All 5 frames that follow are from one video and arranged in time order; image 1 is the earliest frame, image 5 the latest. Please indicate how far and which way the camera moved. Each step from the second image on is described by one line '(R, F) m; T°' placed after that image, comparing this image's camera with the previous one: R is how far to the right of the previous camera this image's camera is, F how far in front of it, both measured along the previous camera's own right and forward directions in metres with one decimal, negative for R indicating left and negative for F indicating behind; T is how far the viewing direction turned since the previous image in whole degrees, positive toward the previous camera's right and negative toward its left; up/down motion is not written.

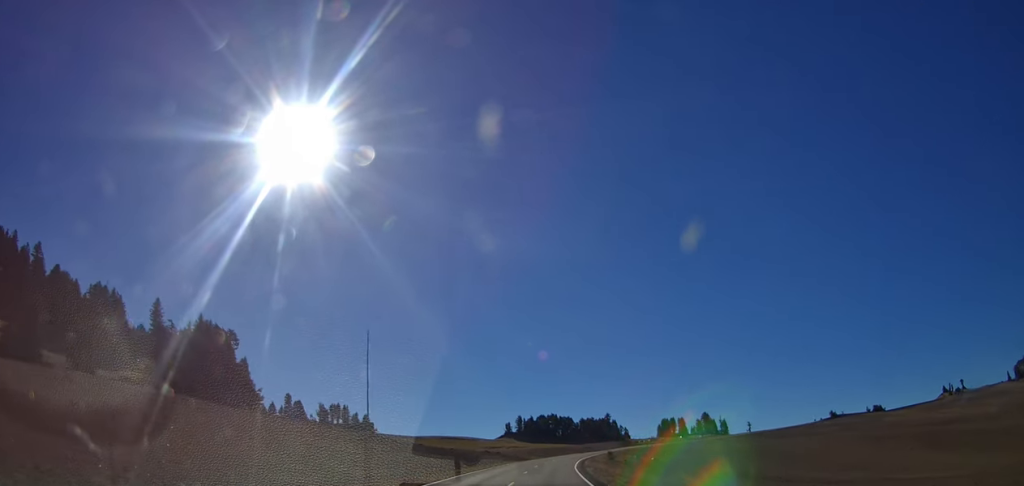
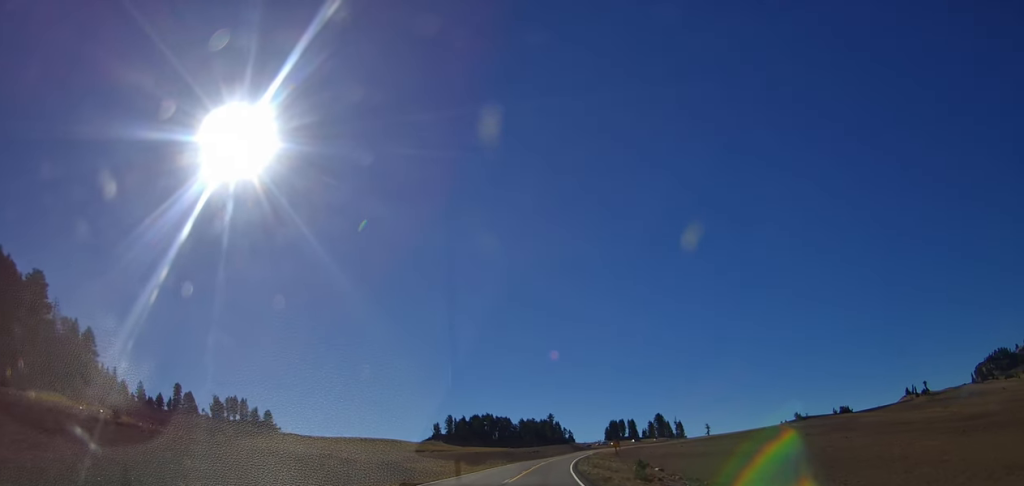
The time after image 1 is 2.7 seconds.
(+1.3, +56.8) m; +4°
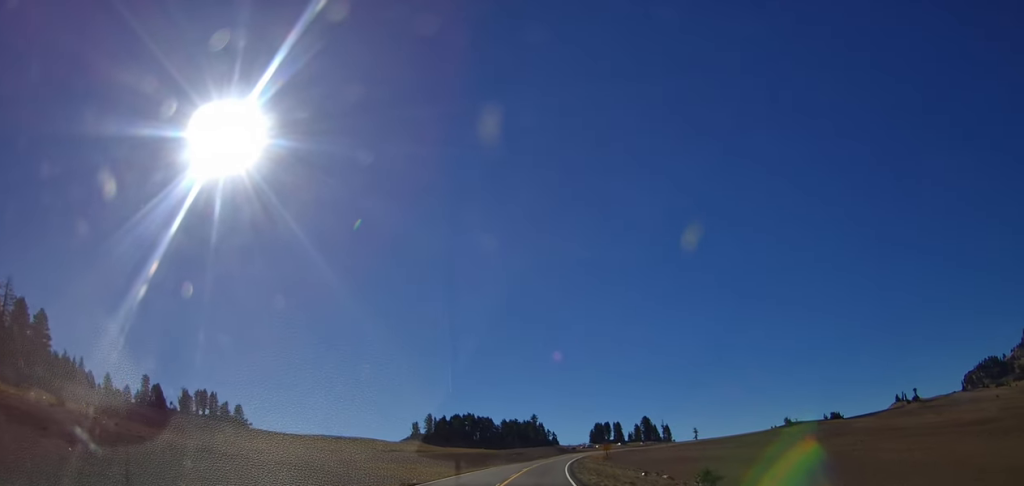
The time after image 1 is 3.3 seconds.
(+0.3, +14.2) m; +2°
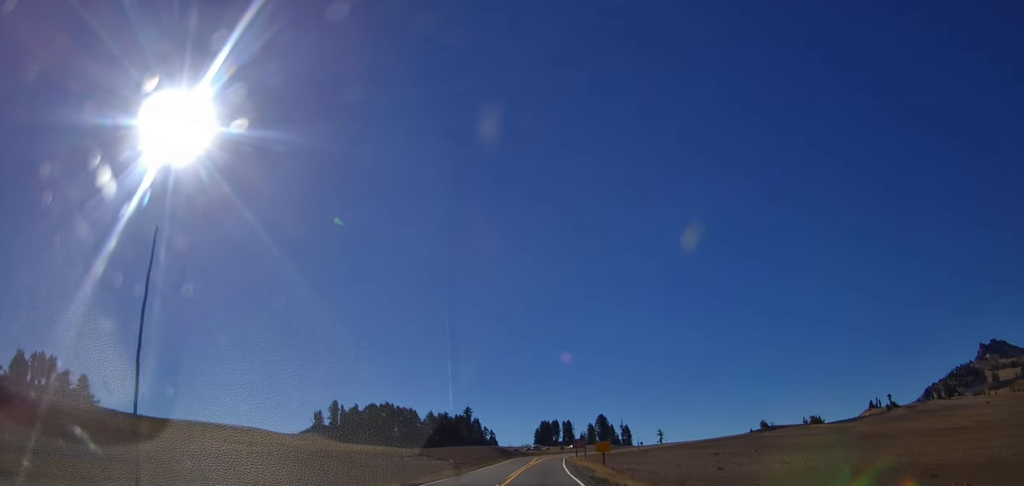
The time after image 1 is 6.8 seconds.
(+6.1, +74.9) m; +7°
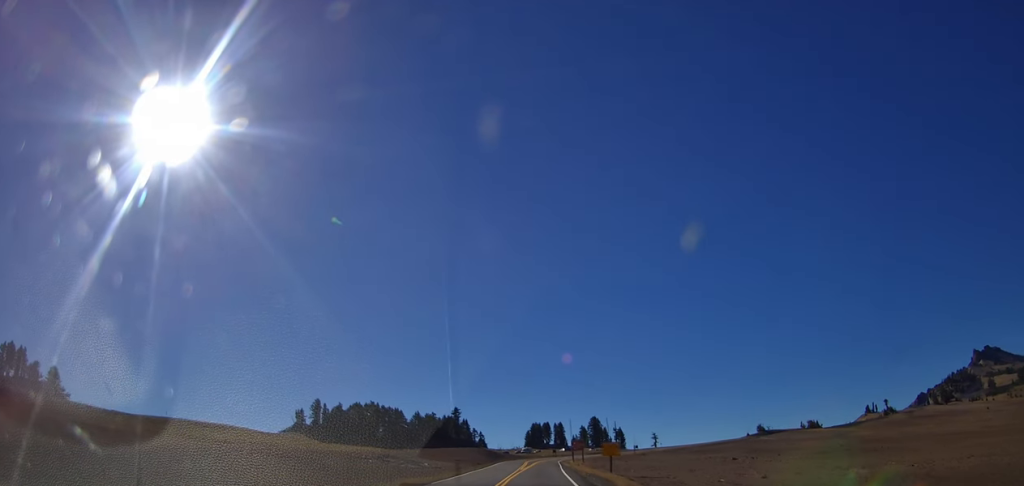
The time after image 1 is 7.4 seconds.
(0.0, +12.2) m; +1°
